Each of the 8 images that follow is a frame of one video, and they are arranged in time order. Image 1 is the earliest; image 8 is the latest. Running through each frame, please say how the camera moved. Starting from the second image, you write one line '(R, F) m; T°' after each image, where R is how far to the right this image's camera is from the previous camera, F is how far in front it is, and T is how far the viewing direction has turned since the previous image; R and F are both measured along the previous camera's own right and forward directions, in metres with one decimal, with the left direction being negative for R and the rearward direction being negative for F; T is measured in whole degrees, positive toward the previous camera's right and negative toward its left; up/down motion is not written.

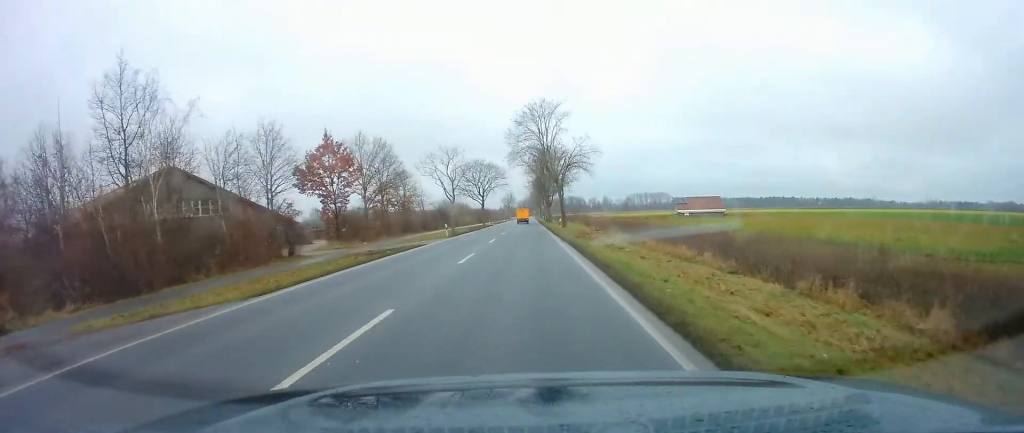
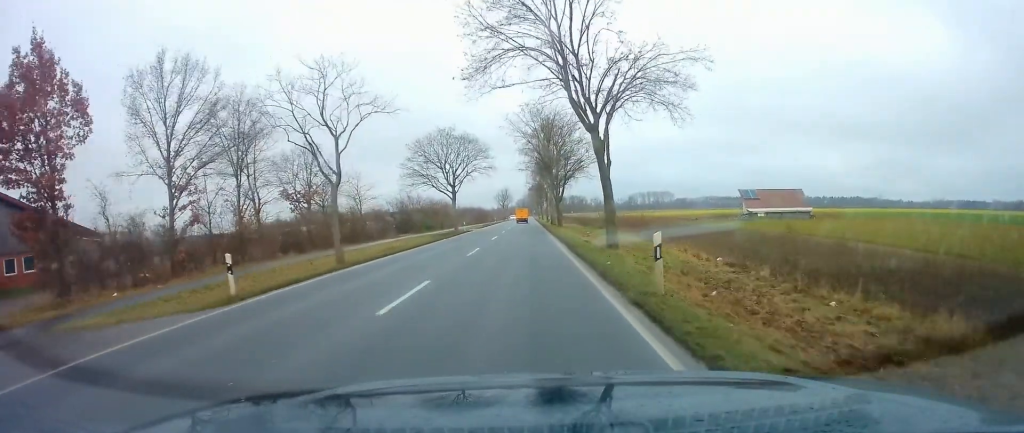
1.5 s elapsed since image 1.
(-0.4, +32.4) m; -1°
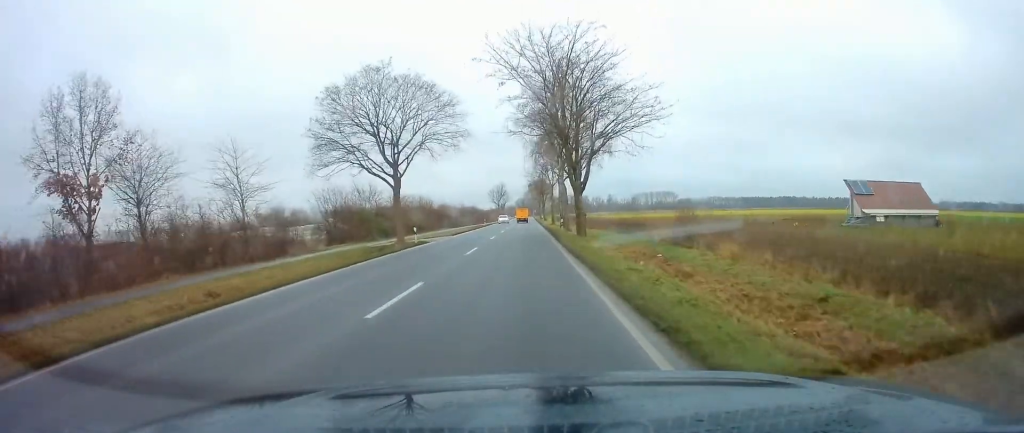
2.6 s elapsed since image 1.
(0.0, +24.1) m; 0°
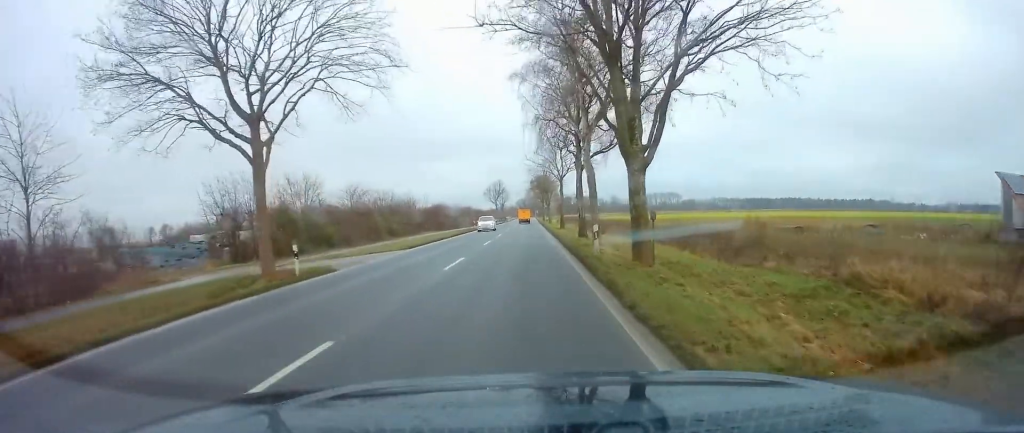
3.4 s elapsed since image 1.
(+0.1, +17.5) m; 0°
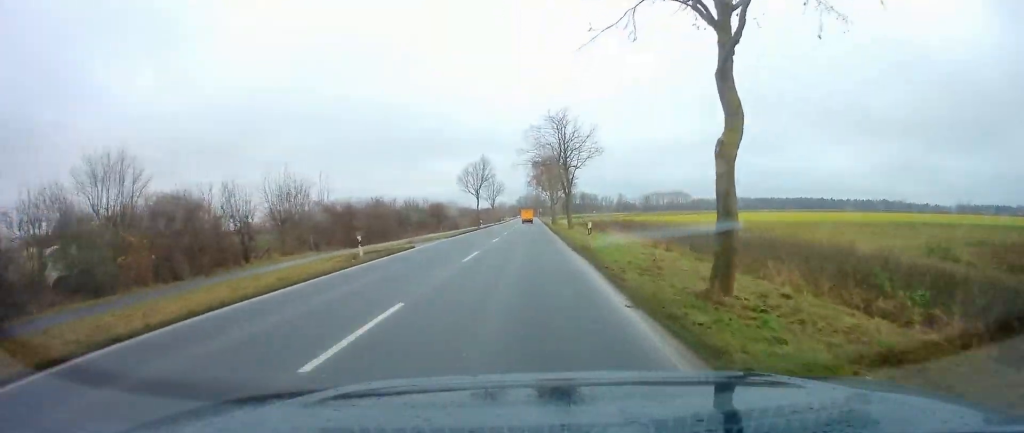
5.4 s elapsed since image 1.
(0.0, +45.4) m; 0°
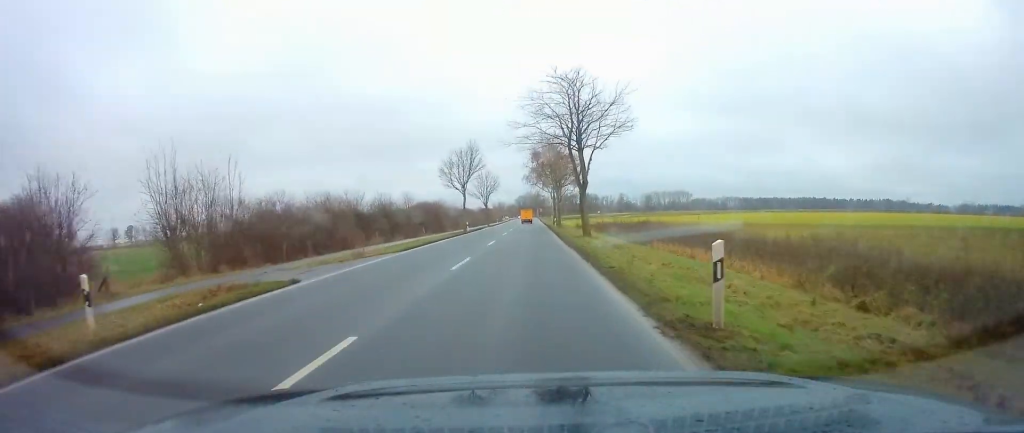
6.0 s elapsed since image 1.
(0.0, +14.5) m; 0°
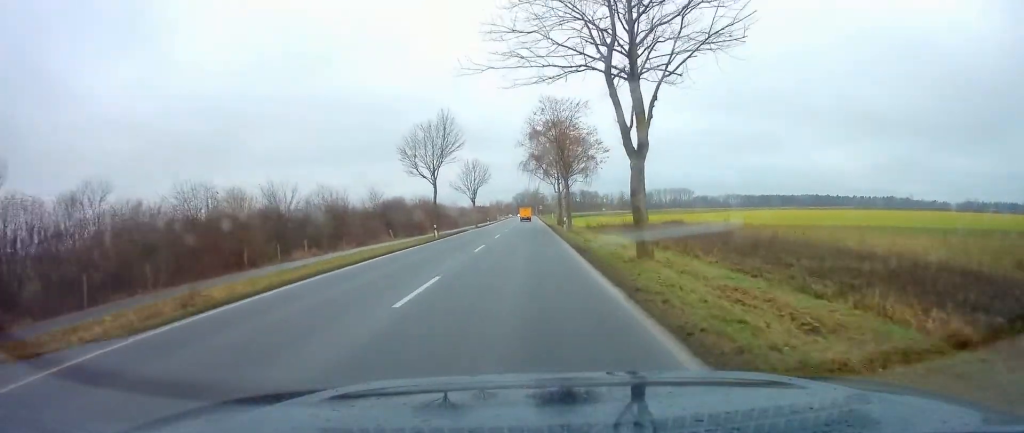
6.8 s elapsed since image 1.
(0.0, +18.1) m; 0°
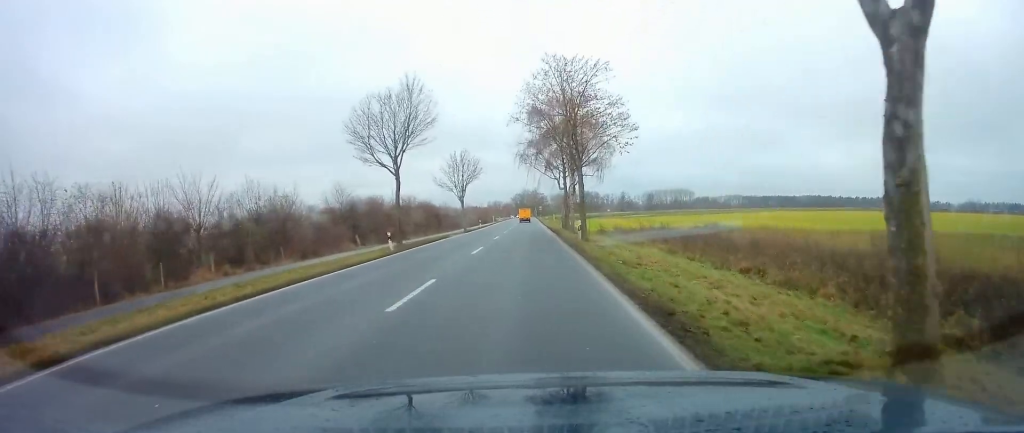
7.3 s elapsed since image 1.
(+0.1, +12.5) m; 0°
